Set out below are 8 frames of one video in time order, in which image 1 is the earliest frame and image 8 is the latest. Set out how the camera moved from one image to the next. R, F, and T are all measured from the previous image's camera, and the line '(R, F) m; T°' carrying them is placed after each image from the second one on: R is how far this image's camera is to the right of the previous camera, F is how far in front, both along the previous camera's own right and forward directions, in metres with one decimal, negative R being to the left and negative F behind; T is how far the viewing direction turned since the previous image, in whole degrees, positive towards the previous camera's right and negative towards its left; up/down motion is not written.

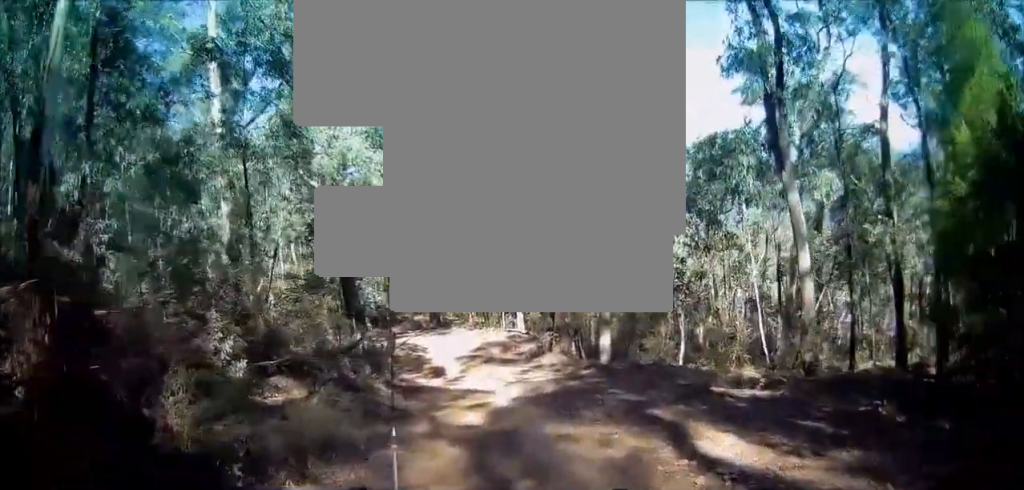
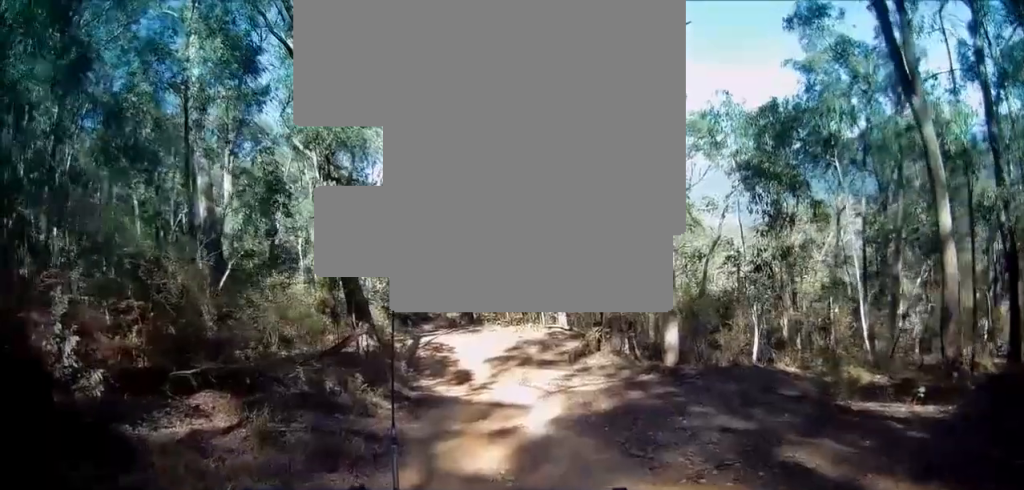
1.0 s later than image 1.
(0.0, +3.6) m; -4°
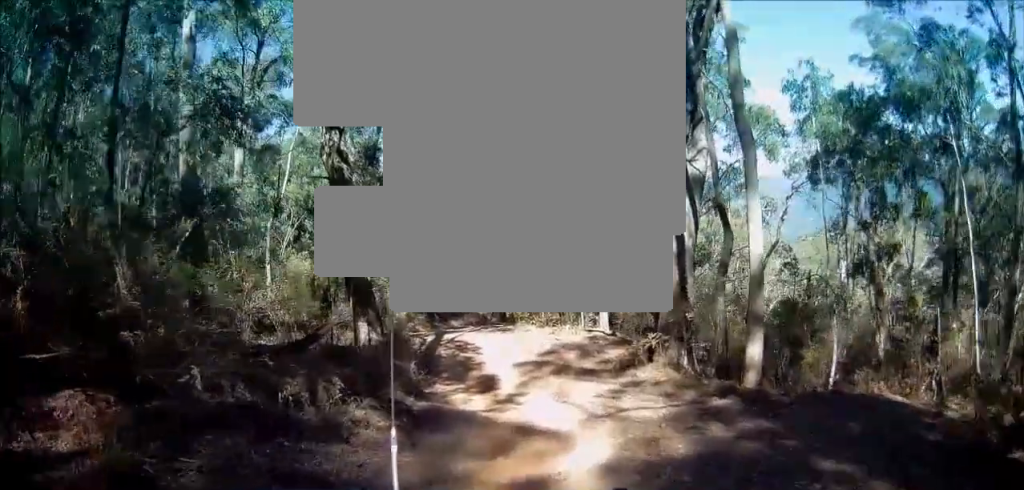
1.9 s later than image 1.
(0.0, +2.8) m; -12°
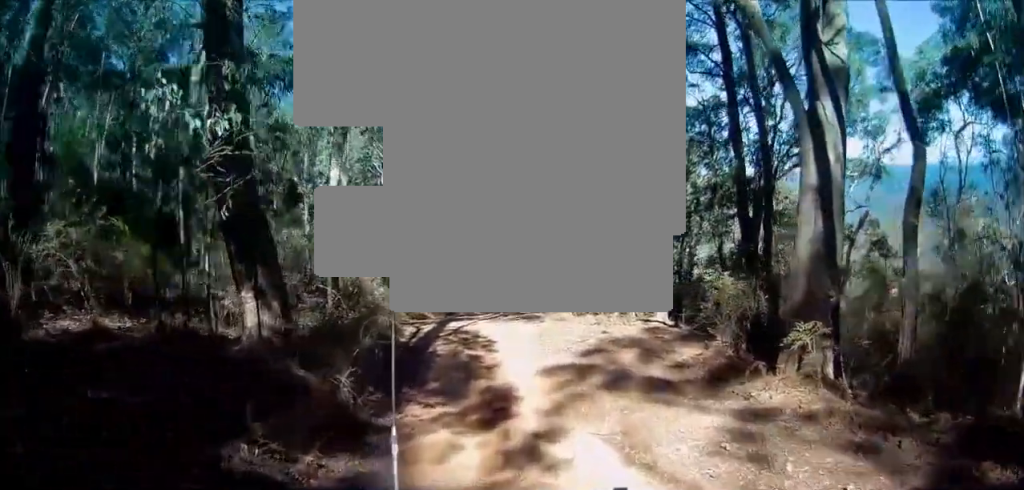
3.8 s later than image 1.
(-1.5, +5.9) m; -15°
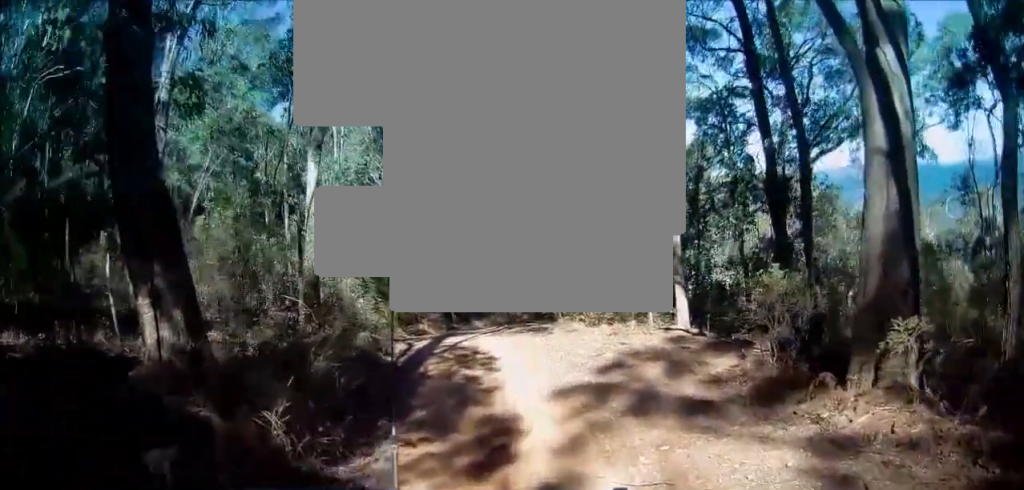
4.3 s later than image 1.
(+0.1, +2.0) m; +1°
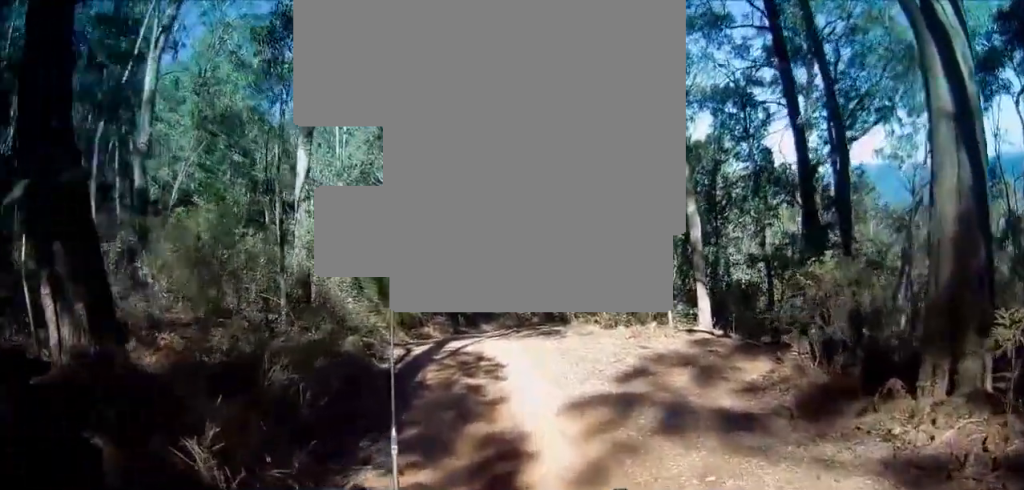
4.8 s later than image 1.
(0.0, +1.3) m; +1°
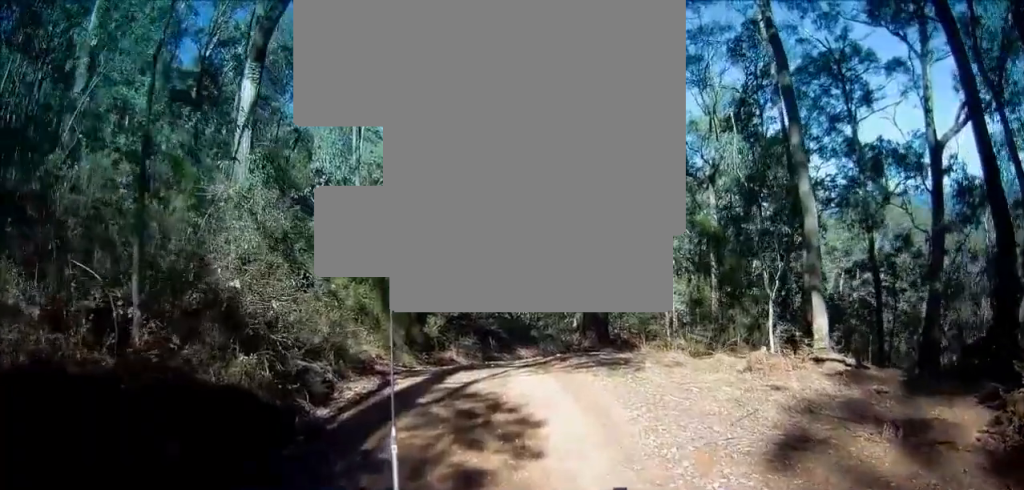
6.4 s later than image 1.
(+0.1, +5.5) m; +19°
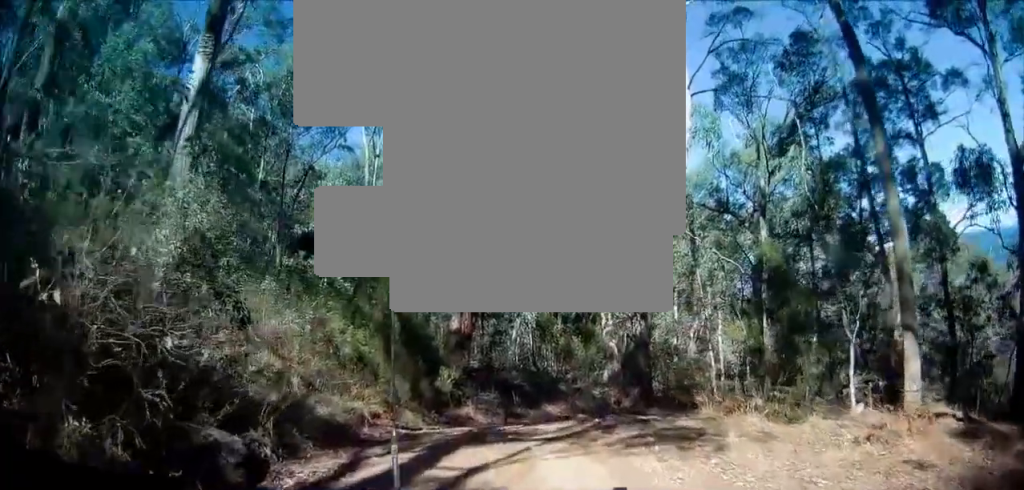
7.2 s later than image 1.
(+0.6, +2.3) m; +31°
